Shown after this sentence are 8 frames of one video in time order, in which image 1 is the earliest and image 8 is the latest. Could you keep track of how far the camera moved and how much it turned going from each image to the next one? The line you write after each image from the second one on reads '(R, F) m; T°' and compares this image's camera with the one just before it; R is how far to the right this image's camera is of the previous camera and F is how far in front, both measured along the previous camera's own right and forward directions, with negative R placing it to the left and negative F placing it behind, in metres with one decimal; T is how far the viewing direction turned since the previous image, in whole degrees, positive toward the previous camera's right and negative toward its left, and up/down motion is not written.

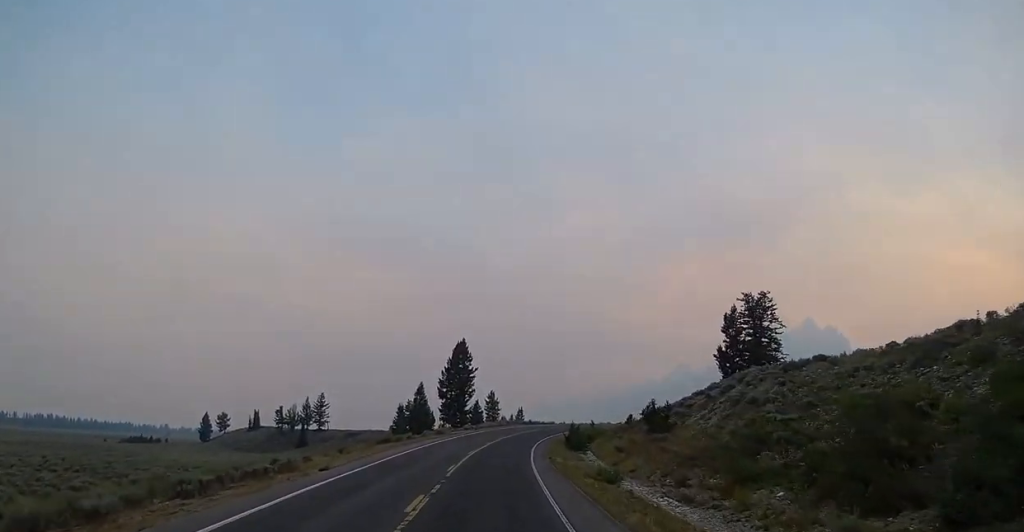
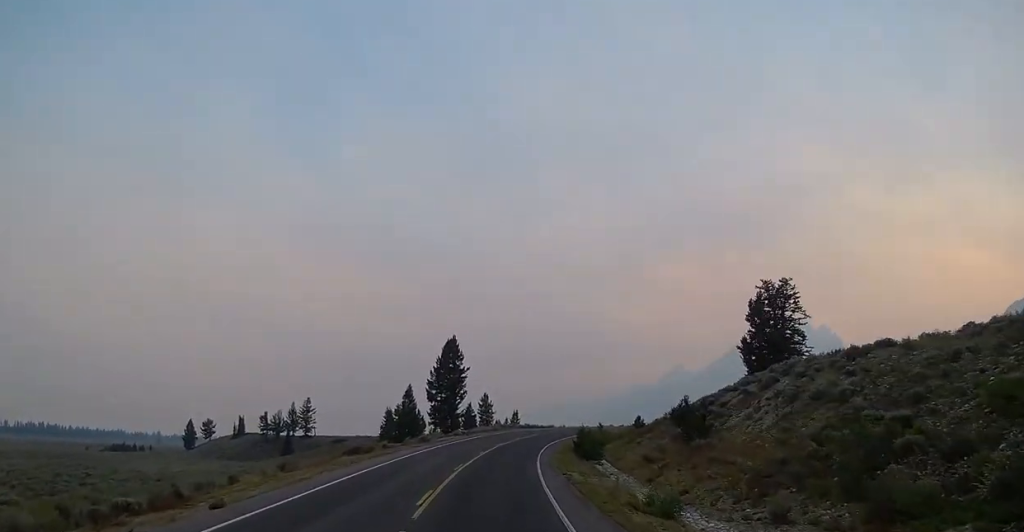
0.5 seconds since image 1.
(+0.3, +10.3) m; +1°
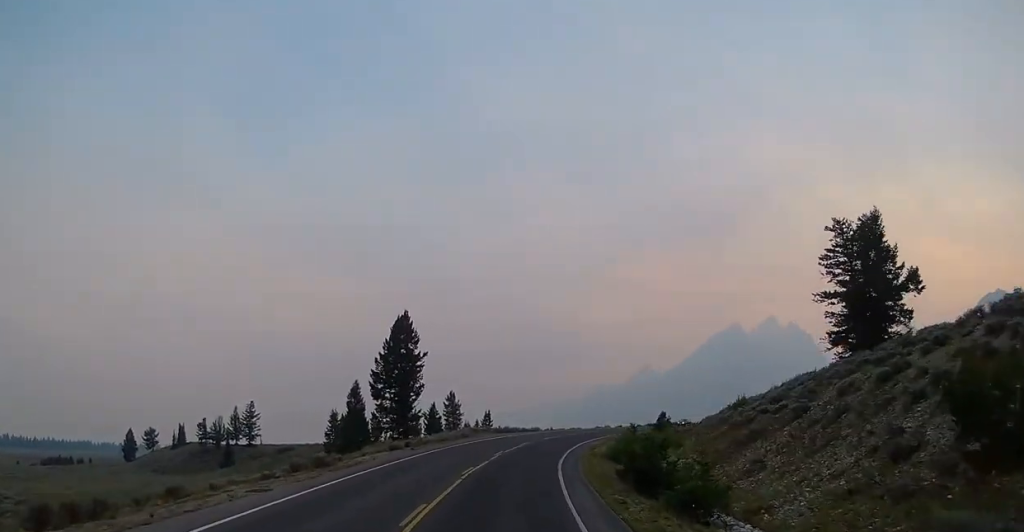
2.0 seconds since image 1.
(+0.3, +29.0) m; +2°
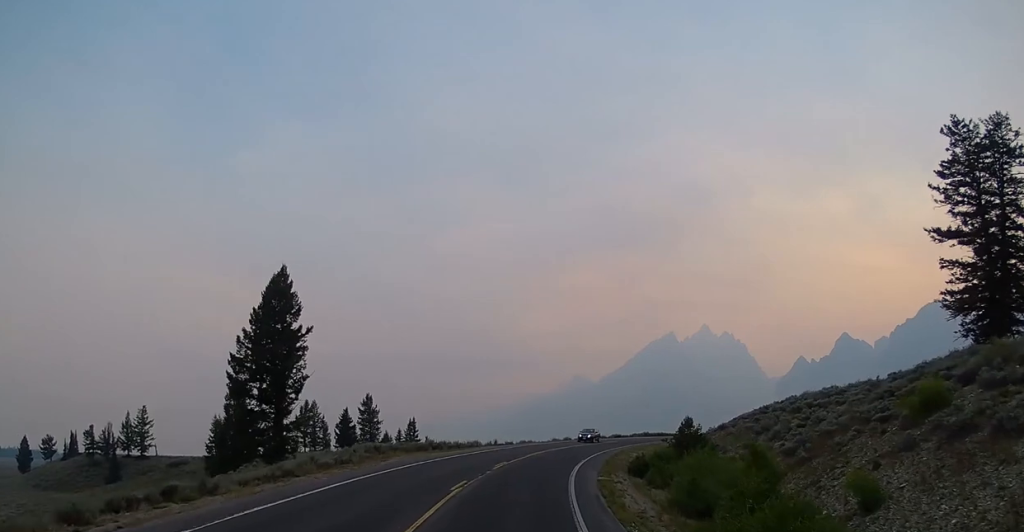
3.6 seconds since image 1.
(+0.8, +28.5) m; +6°
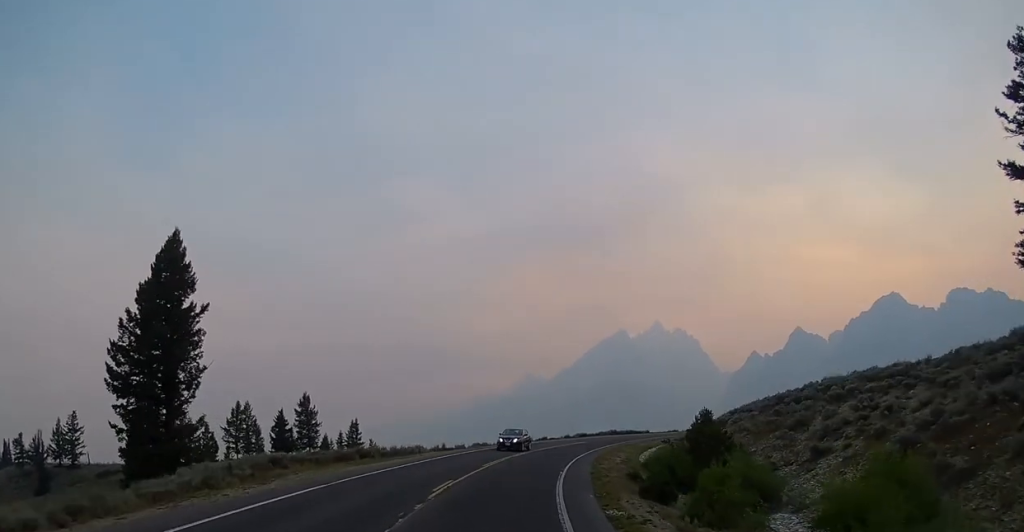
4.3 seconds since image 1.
(+0.8, +12.0) m; +4°
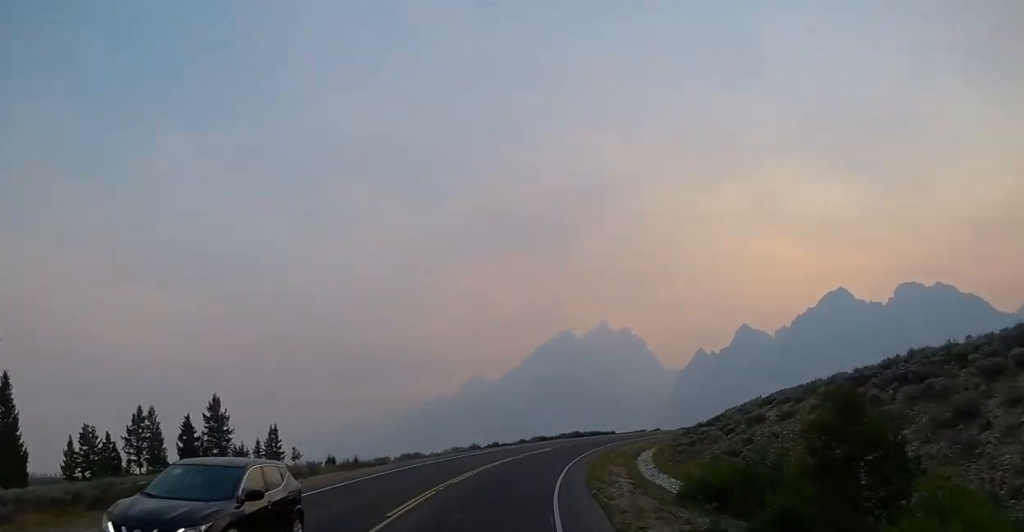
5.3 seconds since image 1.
(+0.8, +16.8) m; +5°
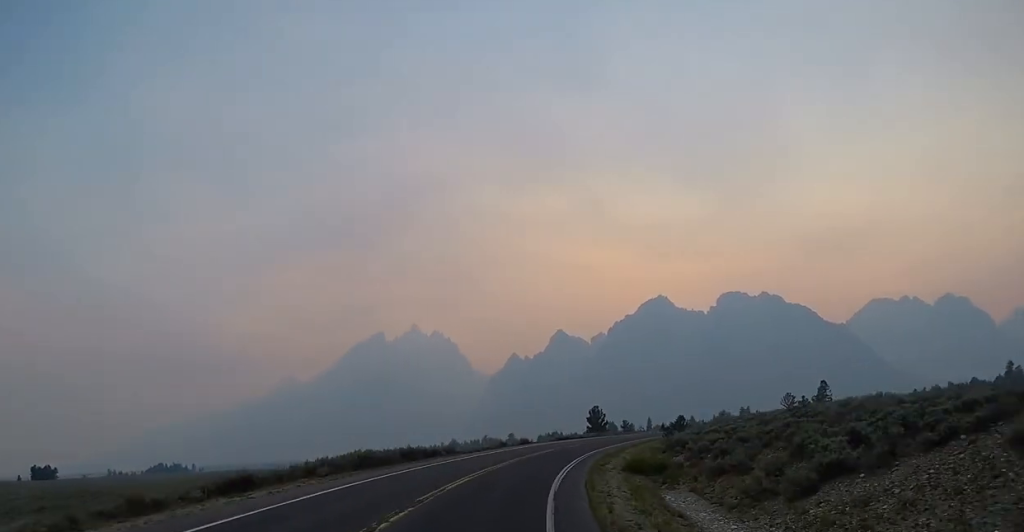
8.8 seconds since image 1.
(+6.8, +55.2) m; +16°
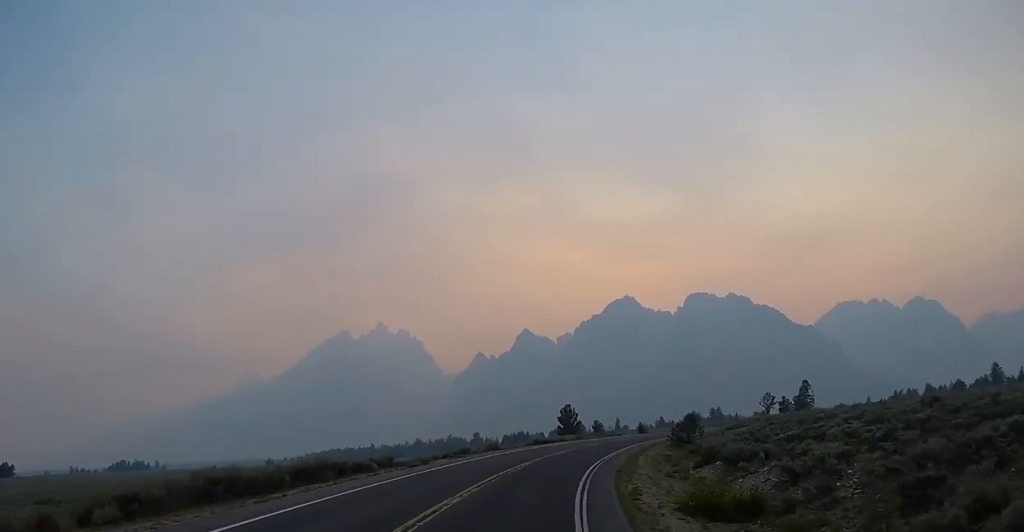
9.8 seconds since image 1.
(+0.6, +14.6) m; +4°
